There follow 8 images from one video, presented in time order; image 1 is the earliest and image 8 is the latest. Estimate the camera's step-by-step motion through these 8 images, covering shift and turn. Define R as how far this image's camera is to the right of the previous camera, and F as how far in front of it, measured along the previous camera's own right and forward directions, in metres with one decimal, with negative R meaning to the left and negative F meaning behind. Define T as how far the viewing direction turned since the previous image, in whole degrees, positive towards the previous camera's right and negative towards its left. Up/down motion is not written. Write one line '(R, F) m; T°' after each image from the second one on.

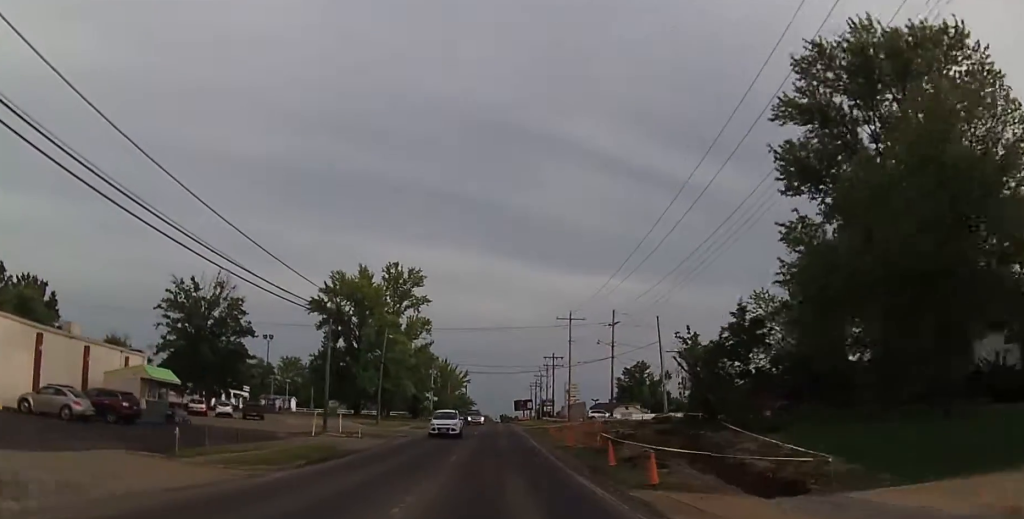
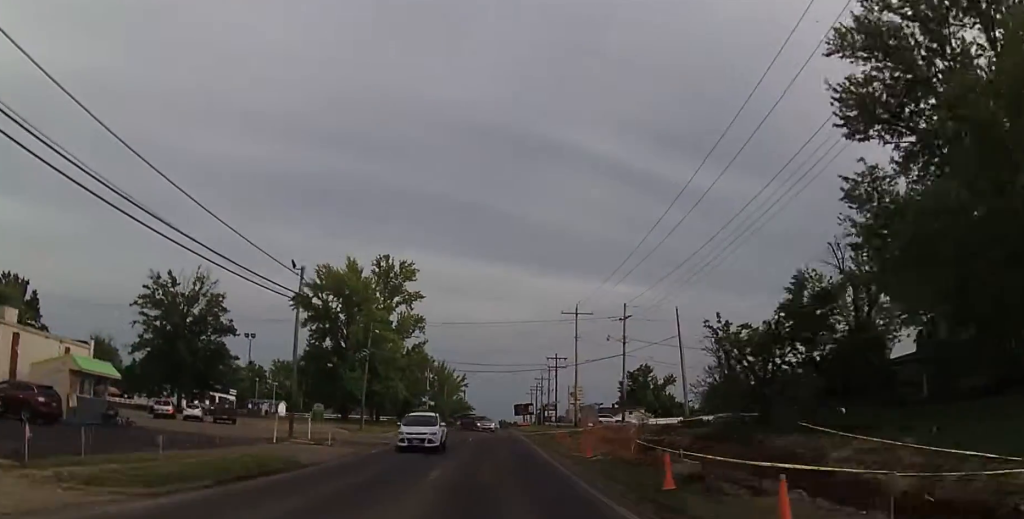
(0.0, +6.9) m; 0°
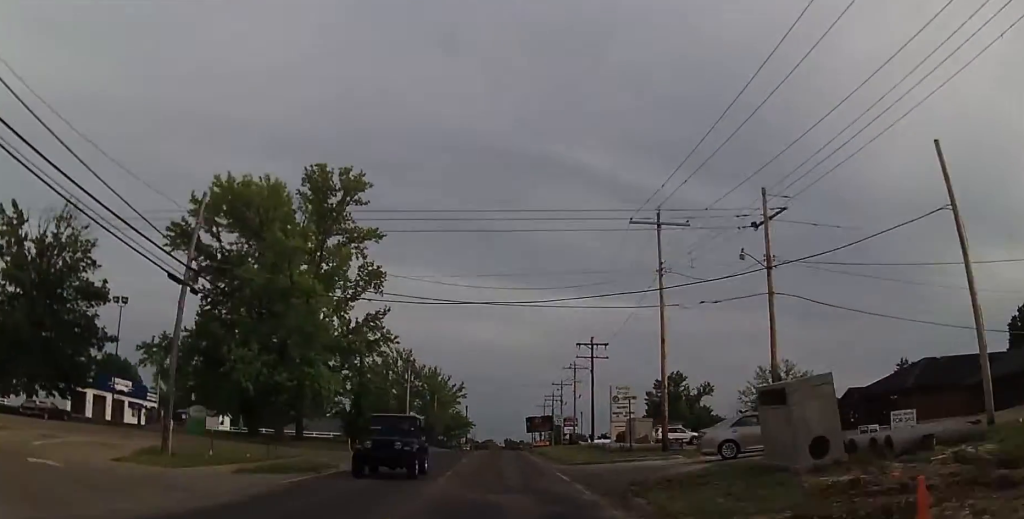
(0.0, +34.2) m; 0°
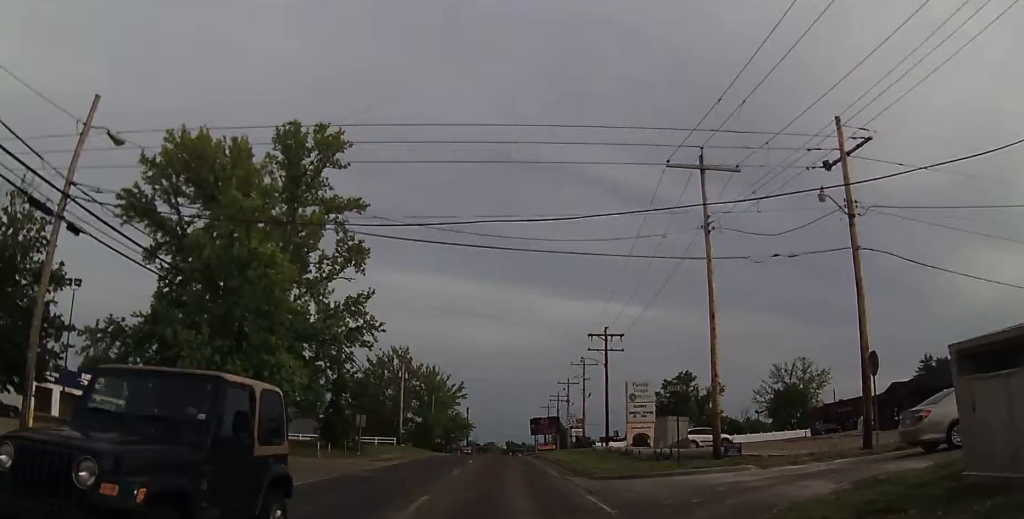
(0.0, +7.7) m; 0°
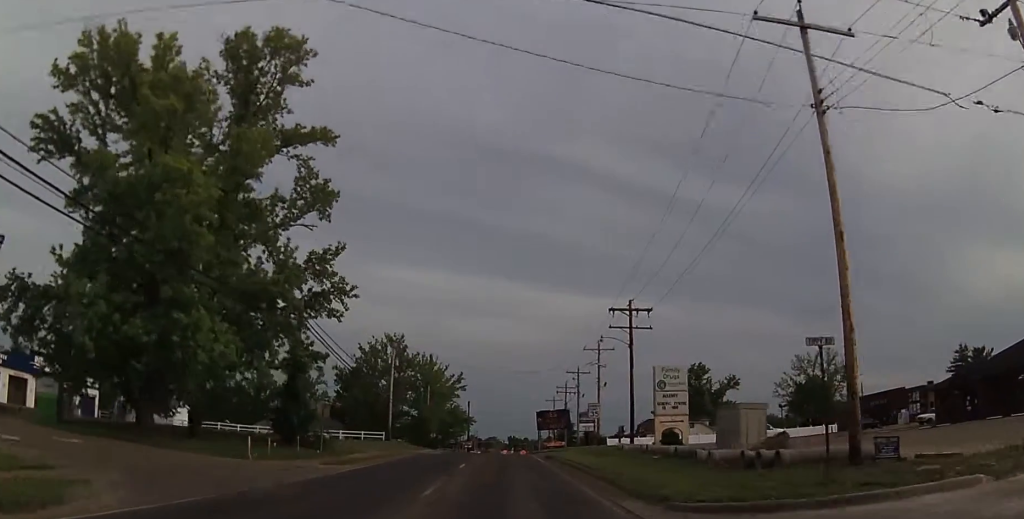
(0.0, +10.6) m; 0°
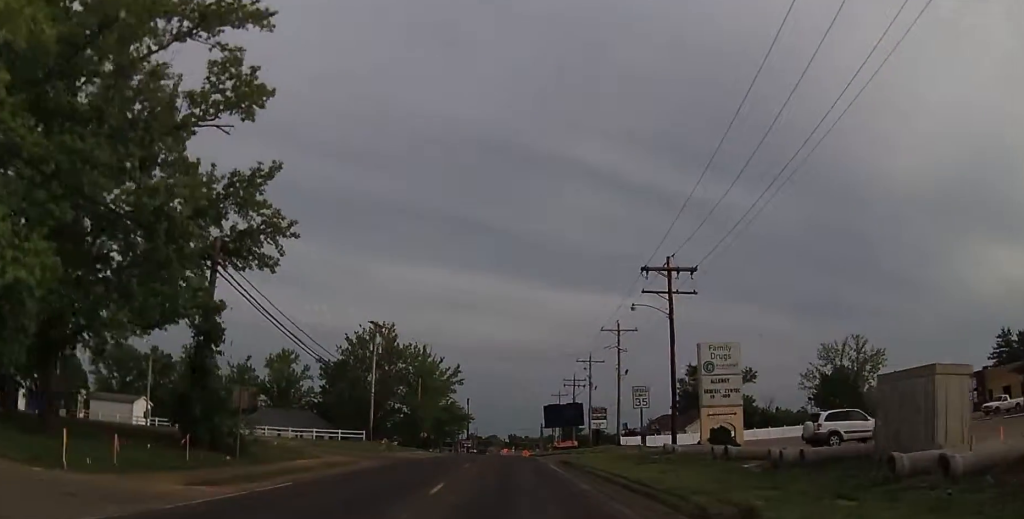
(0.0, +11.2) m; 0°
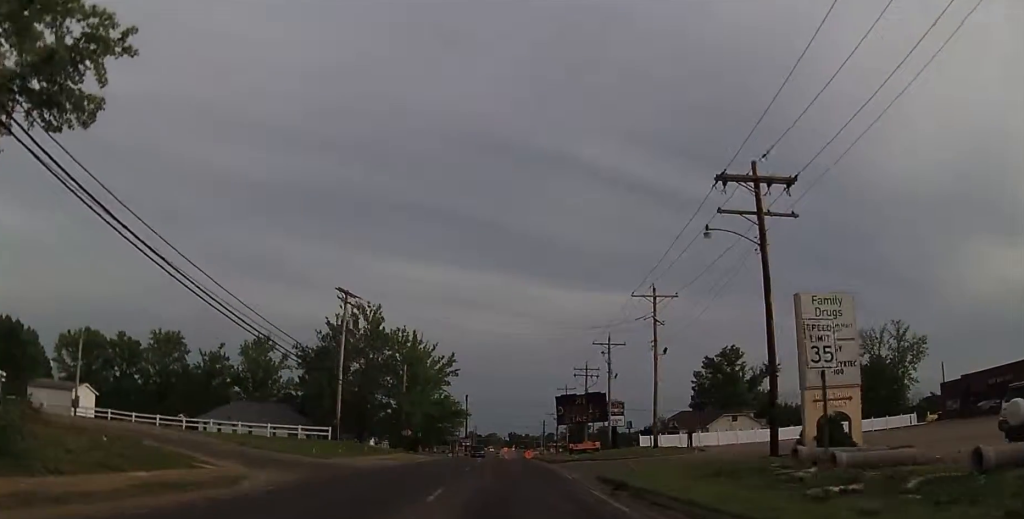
(0.0, +13.7) m; 0°
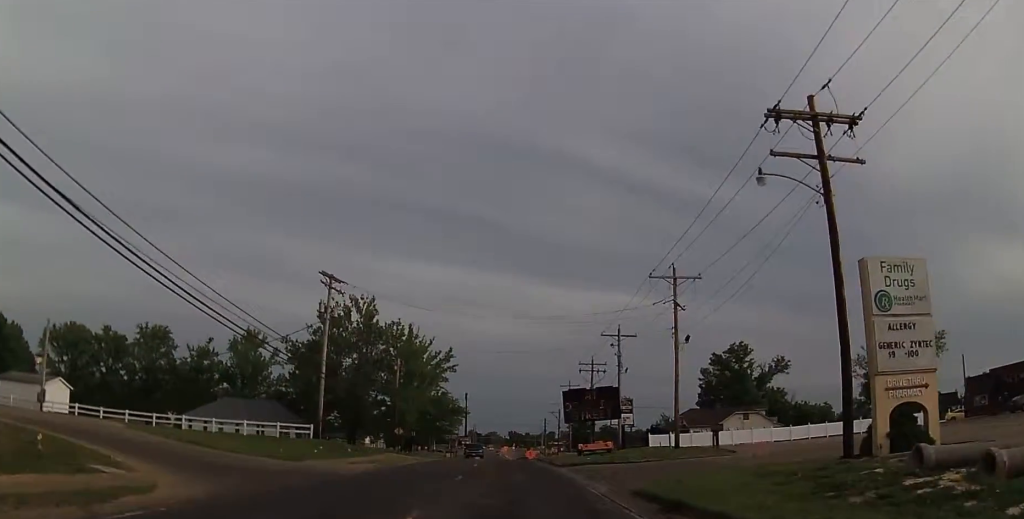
(0.0, +5.2) m; 0°
